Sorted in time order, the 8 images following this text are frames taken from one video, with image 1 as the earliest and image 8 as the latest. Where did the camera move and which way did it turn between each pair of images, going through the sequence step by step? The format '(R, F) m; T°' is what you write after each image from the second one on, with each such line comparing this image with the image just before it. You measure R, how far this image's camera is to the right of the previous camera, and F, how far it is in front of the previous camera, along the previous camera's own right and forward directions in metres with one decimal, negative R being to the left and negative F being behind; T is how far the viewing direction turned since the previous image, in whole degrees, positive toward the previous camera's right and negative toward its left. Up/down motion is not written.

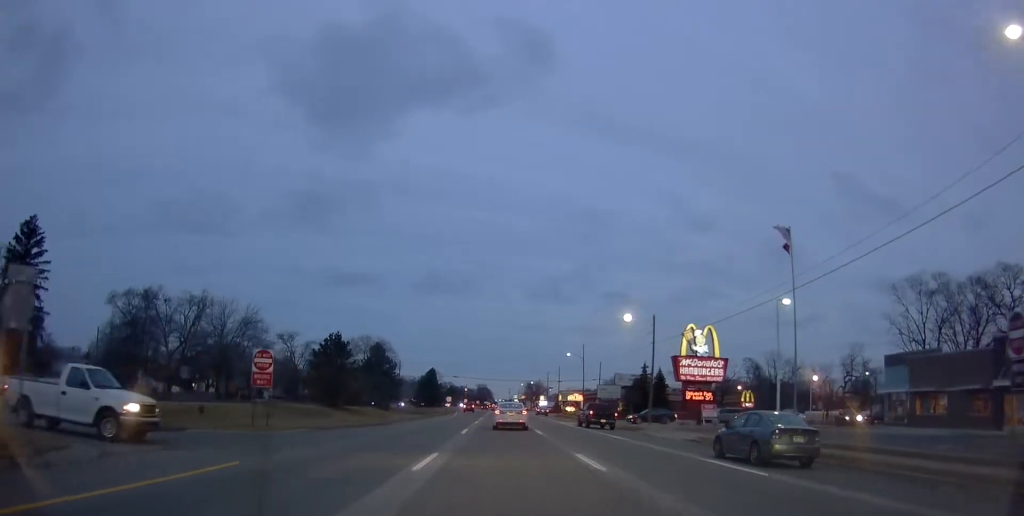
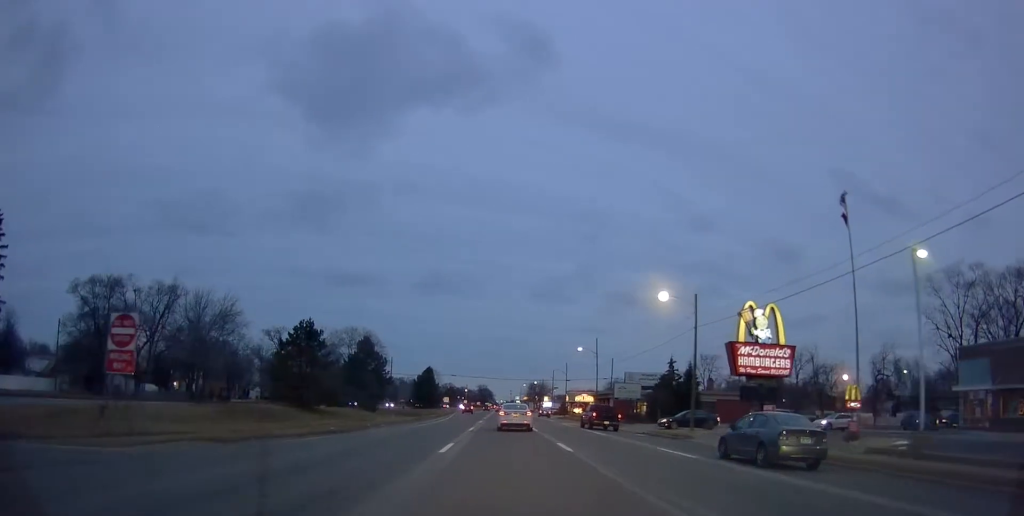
(-0.2, +10.7) m; +1°
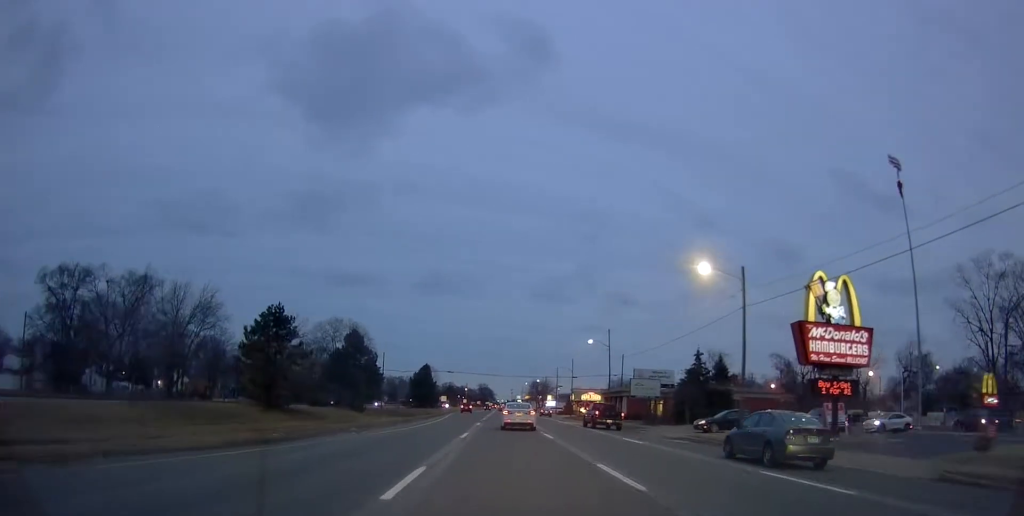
(-0.2, +8.2) m; +1°
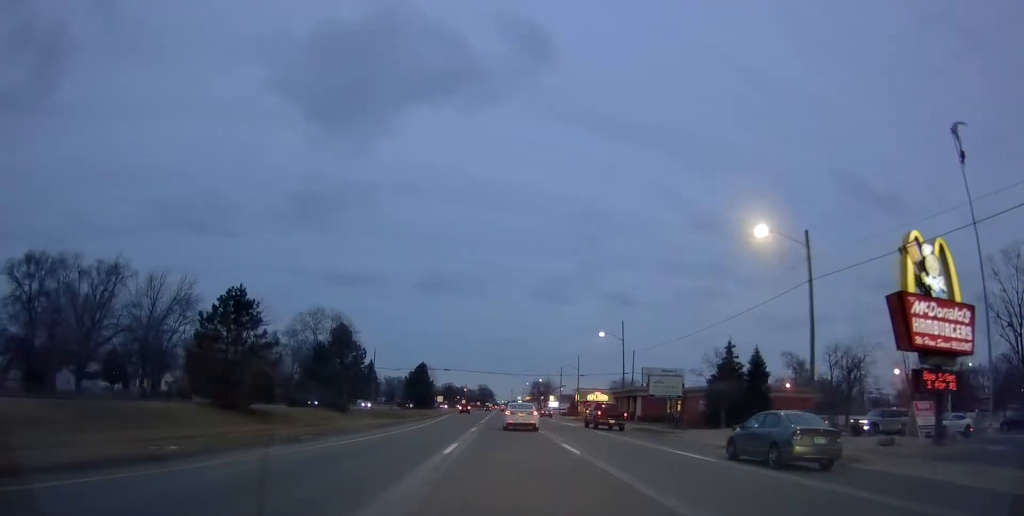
(+0.3, +7.6) m; 0°
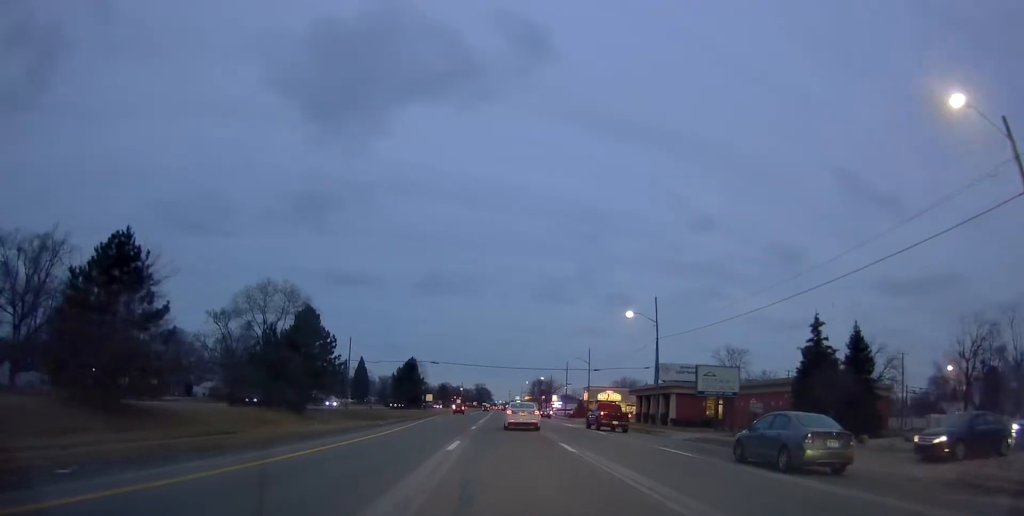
(+0.3, +13.9) m; 0°
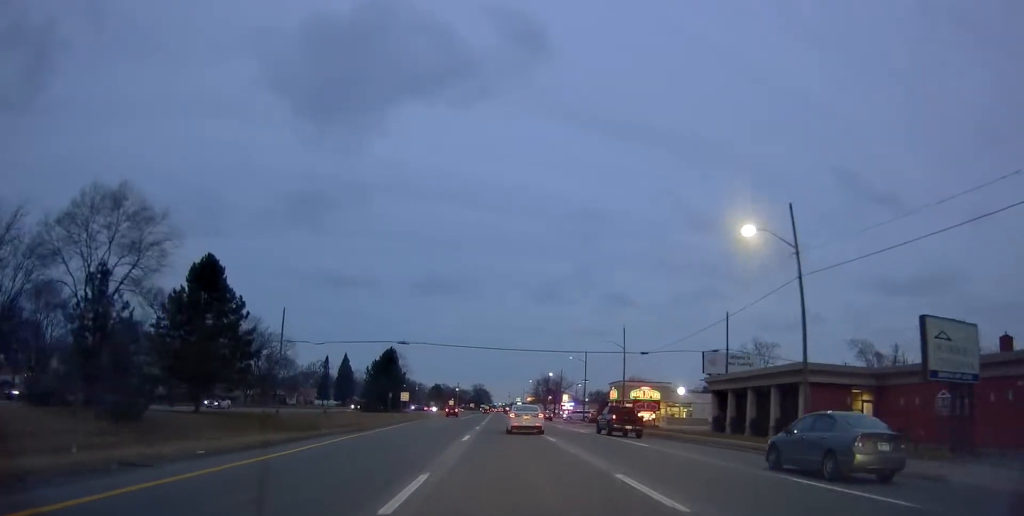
(-0.7, +24.1) m; -3°
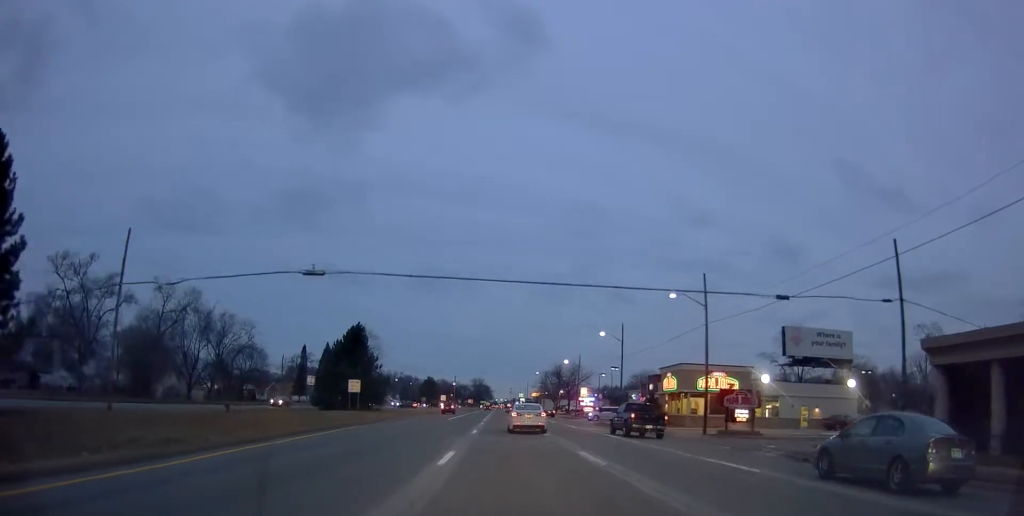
(-0.3, +24.8) m; 0°
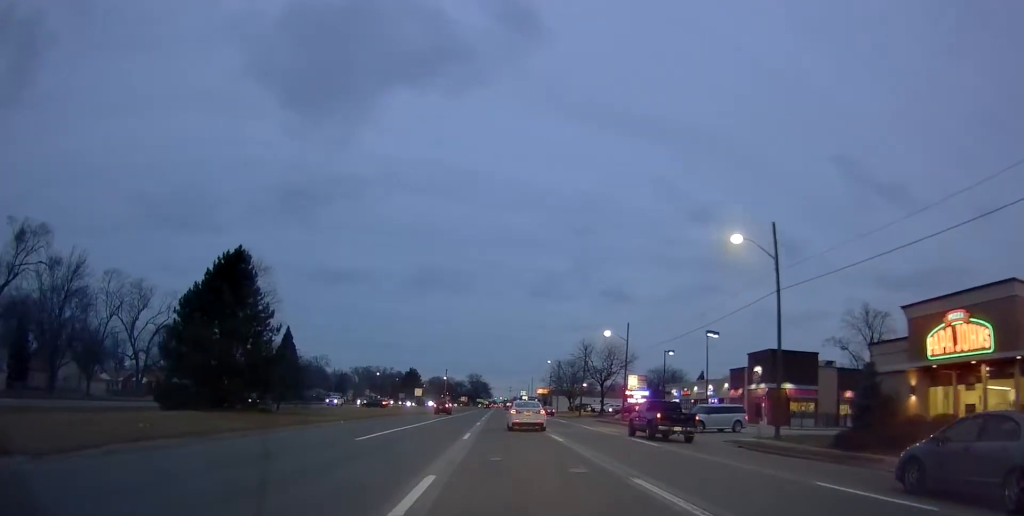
(+1.4, +37.0) m; +2°
